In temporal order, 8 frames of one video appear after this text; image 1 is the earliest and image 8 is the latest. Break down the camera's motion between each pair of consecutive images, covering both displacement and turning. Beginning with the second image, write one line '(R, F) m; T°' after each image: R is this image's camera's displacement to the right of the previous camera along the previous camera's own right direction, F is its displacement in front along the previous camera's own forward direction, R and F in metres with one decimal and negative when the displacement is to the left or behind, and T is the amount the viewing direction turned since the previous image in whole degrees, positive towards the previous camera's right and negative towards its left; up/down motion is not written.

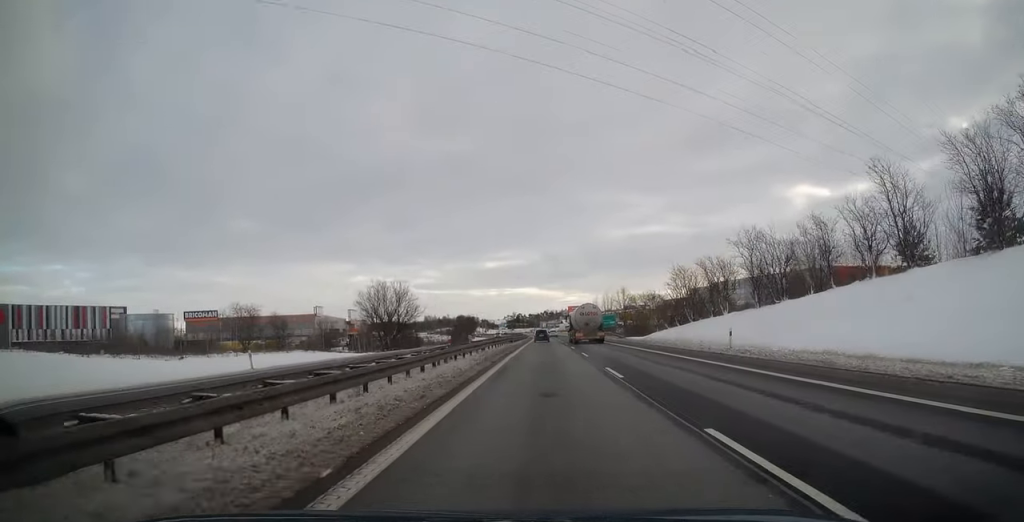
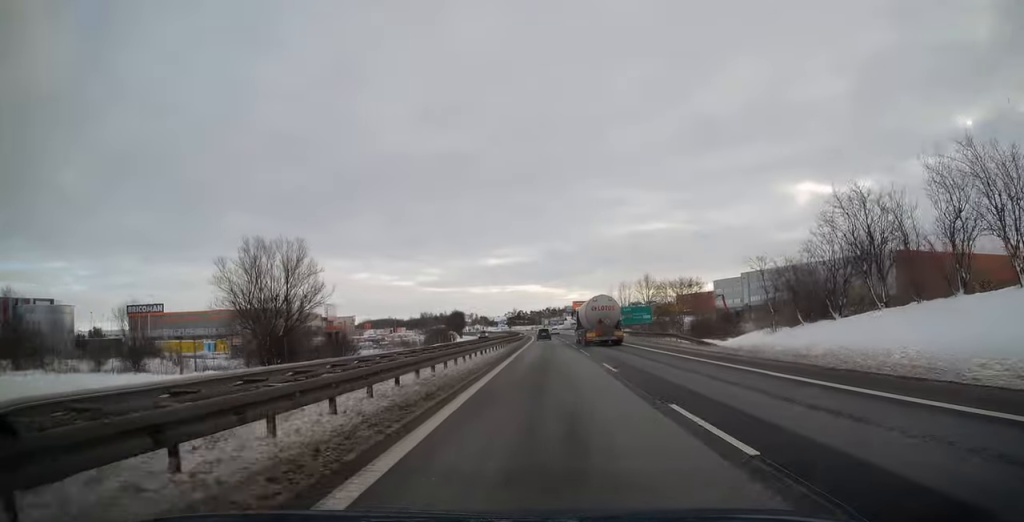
(0.0, +33.6) m; 0°
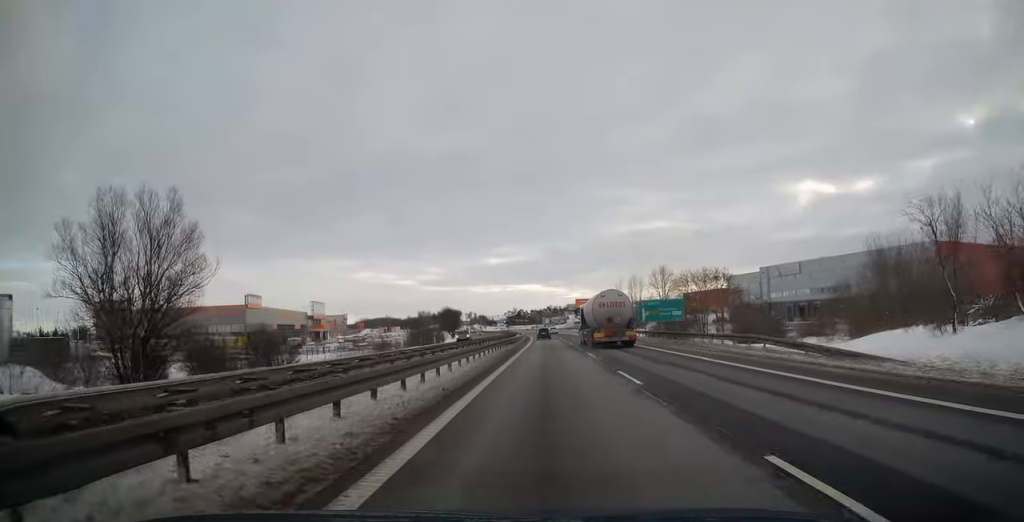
(0.0, +16.1) m; 0°
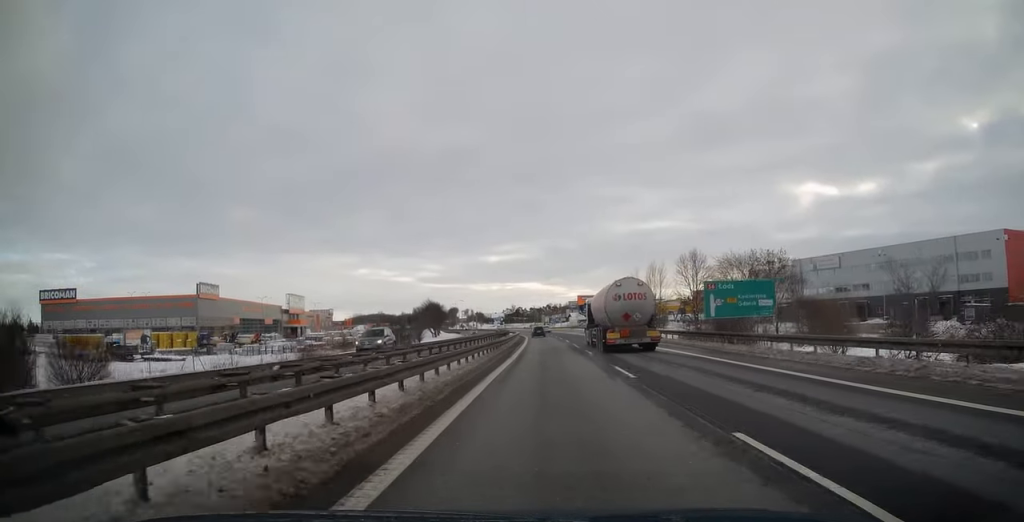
(0.0, +22.8) m; 0°
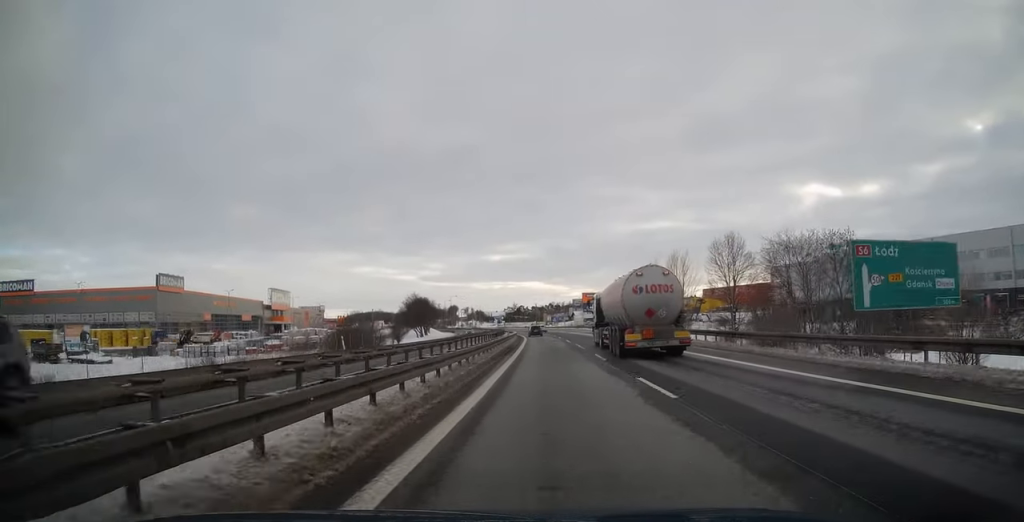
(0.0, +16.2) m; 0°
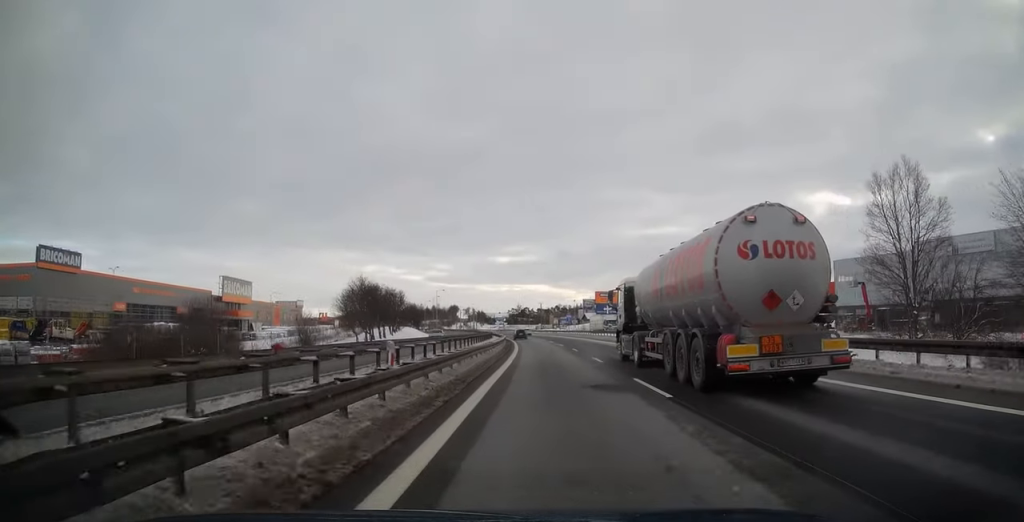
(-0.1, +35.6) m; -1°
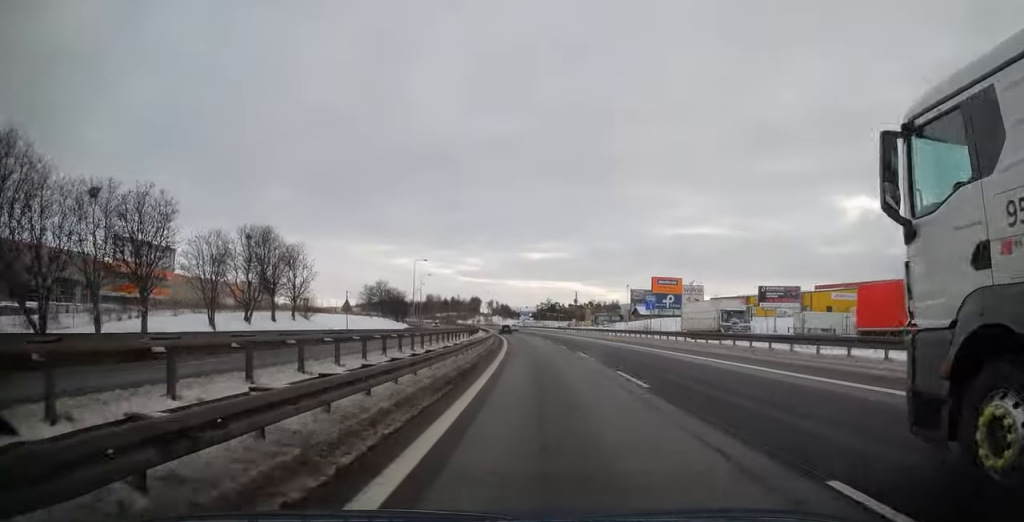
(-0.8, +58.6) m; -2°
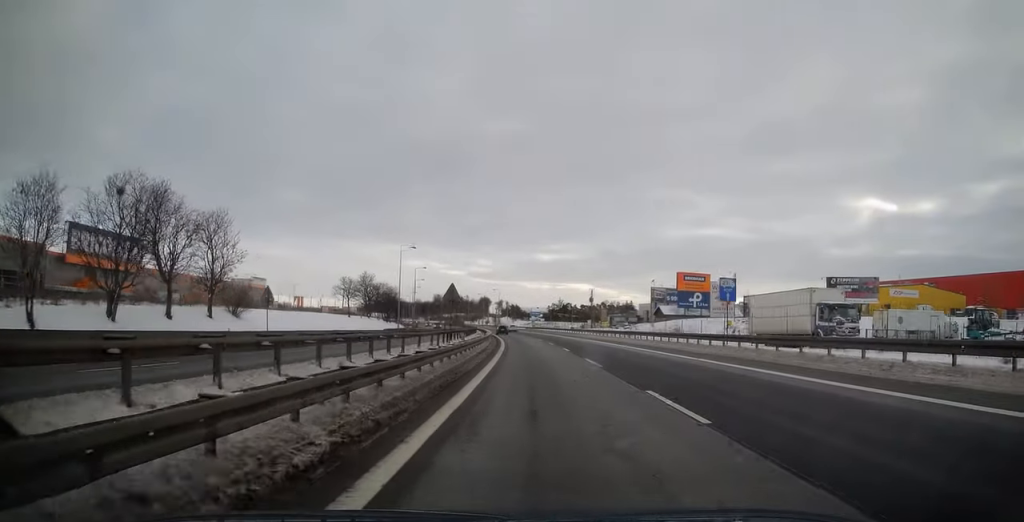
(0.0, +16.8) m; -1°
